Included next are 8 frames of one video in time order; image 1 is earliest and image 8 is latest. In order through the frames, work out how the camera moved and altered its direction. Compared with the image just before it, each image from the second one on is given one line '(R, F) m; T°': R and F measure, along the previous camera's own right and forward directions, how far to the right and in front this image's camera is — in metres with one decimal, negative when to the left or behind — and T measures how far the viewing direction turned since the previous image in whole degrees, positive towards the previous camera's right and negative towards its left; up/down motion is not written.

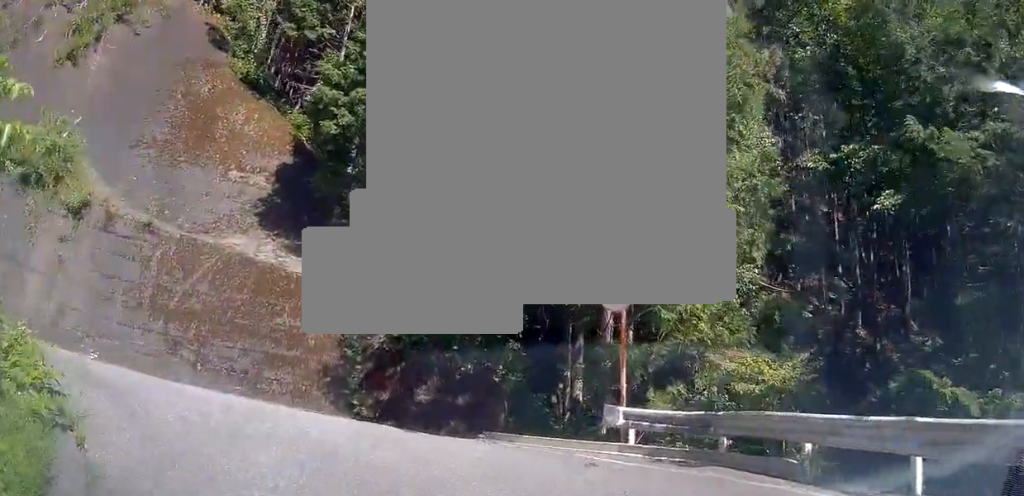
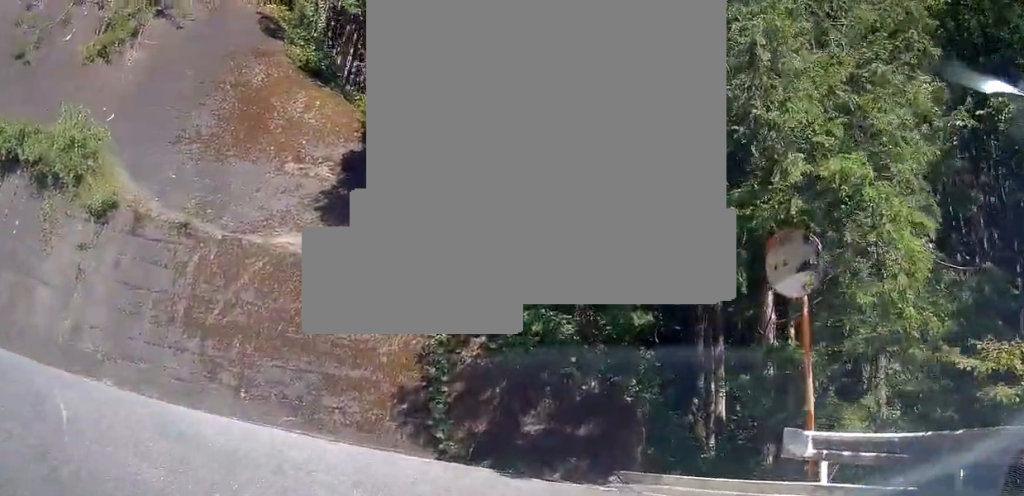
(-0.2, +3.3) m; -14°
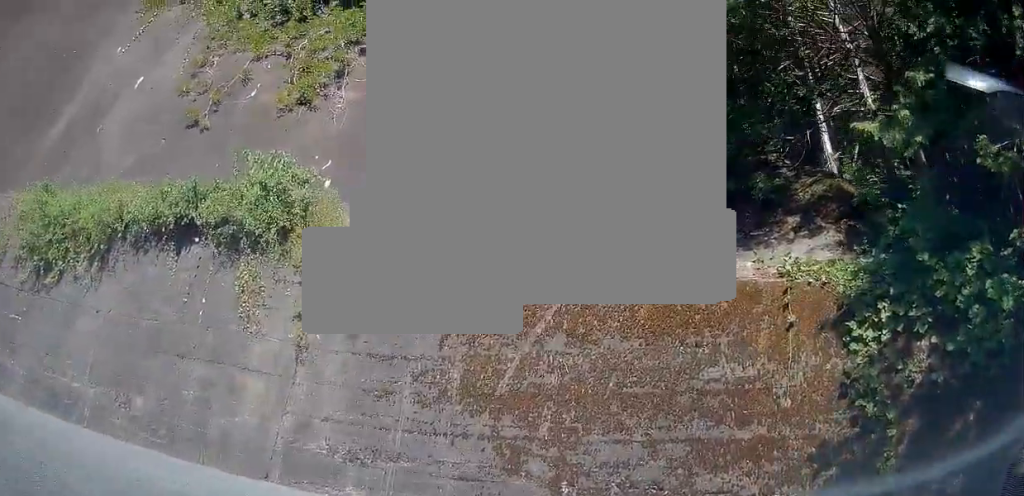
(-1.2, +4.4) m; -35°
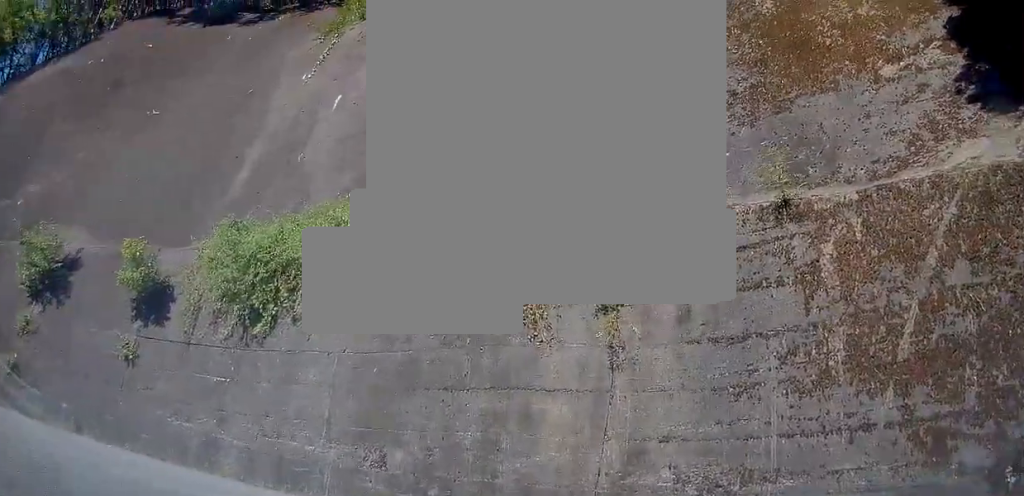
(-0.7, +2.8) m; -30°
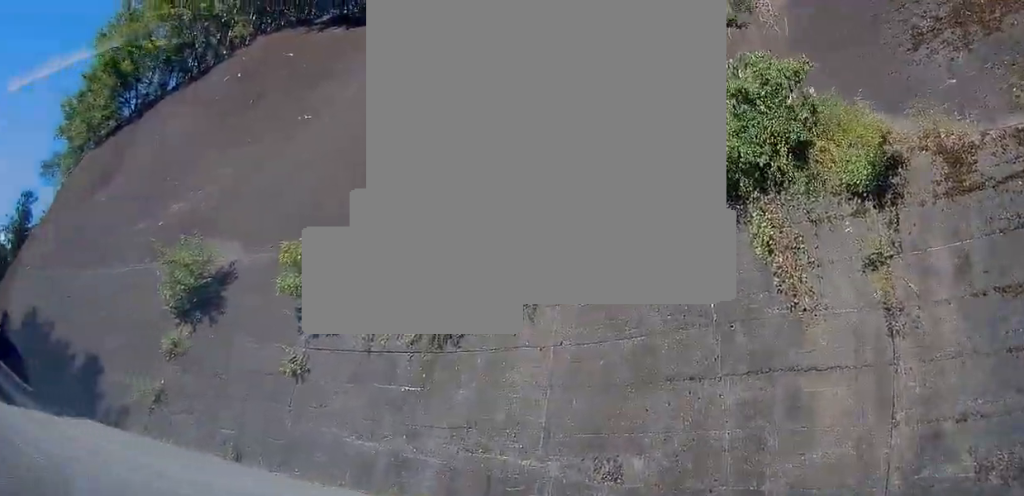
(-0.5, +1.8) m; -13°
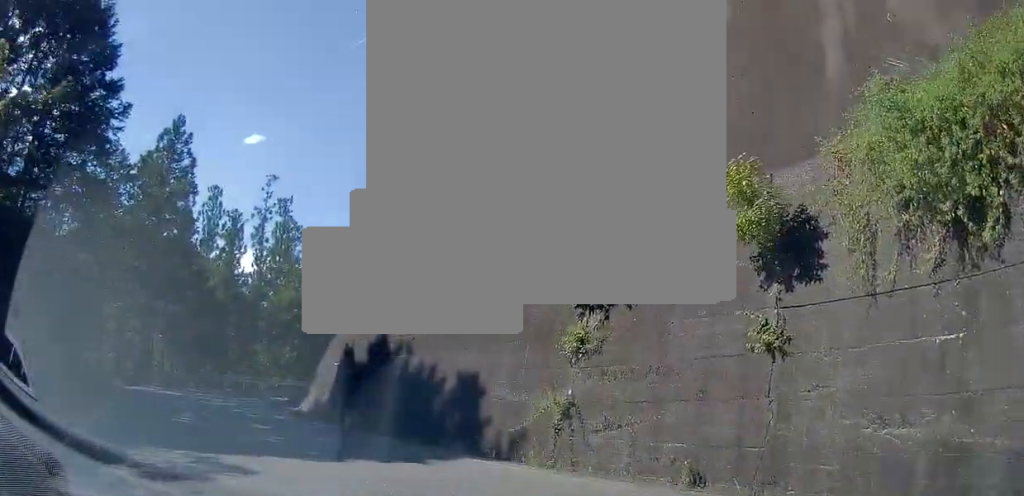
(-0.8, +3.7) m; -19°
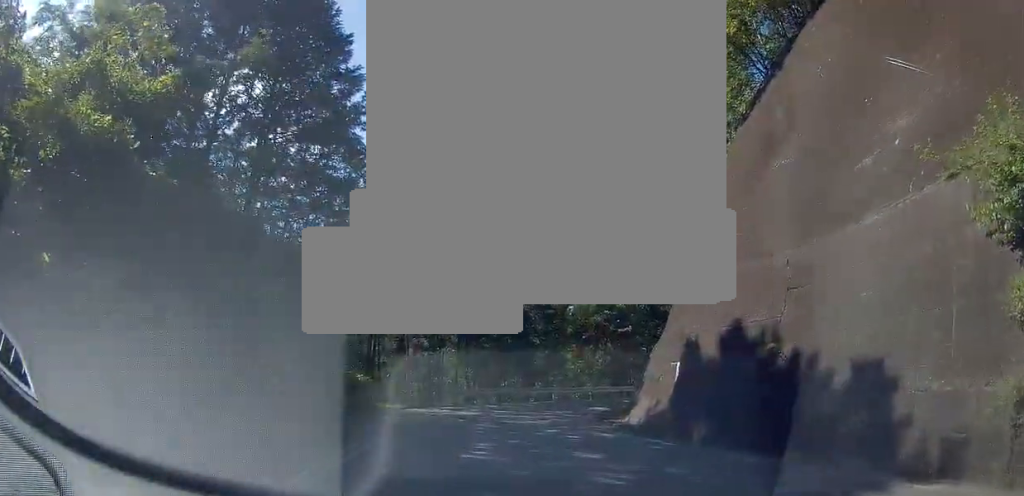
(-0.5, +3.8) m; -6°
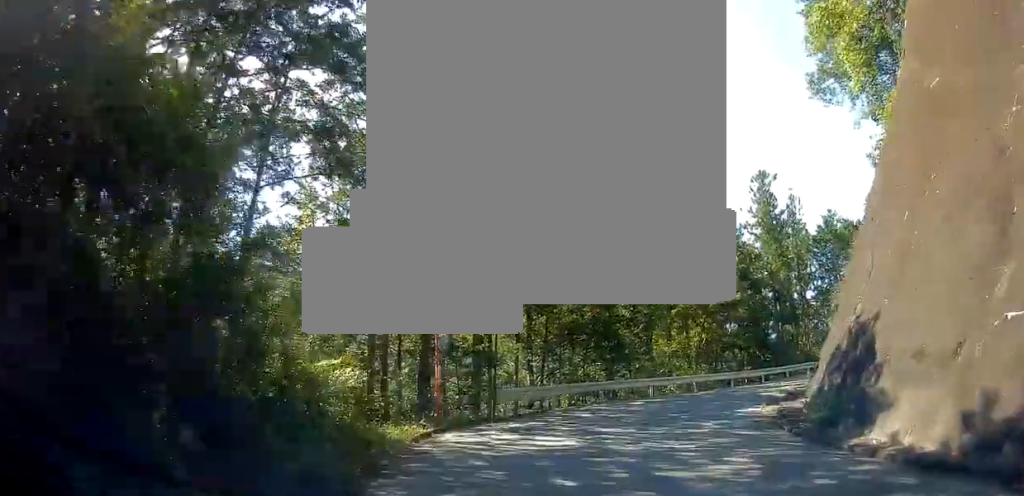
(-1.1, +10.5) m; -13°
